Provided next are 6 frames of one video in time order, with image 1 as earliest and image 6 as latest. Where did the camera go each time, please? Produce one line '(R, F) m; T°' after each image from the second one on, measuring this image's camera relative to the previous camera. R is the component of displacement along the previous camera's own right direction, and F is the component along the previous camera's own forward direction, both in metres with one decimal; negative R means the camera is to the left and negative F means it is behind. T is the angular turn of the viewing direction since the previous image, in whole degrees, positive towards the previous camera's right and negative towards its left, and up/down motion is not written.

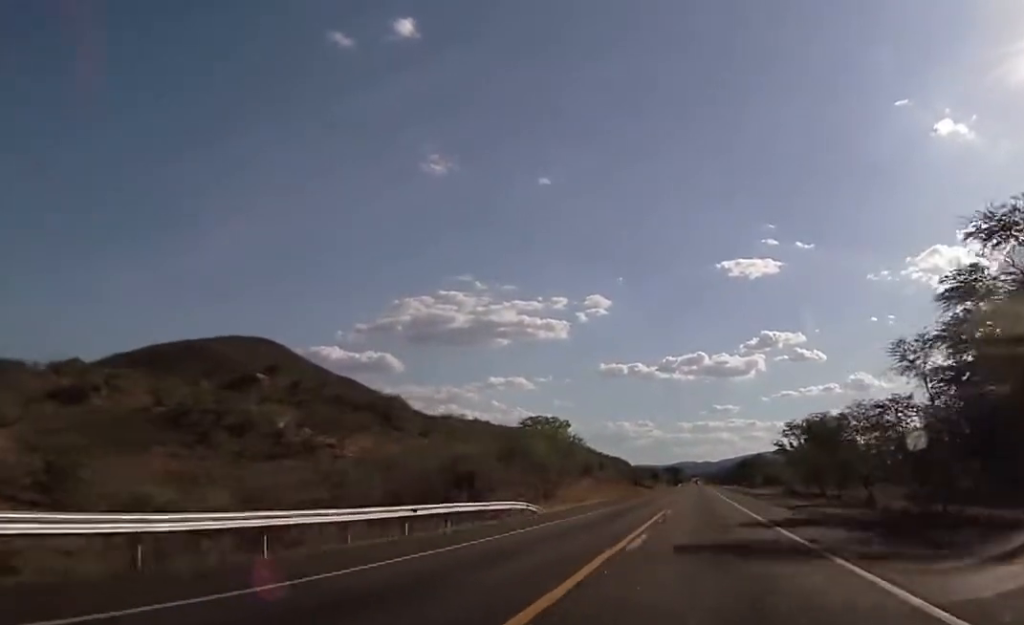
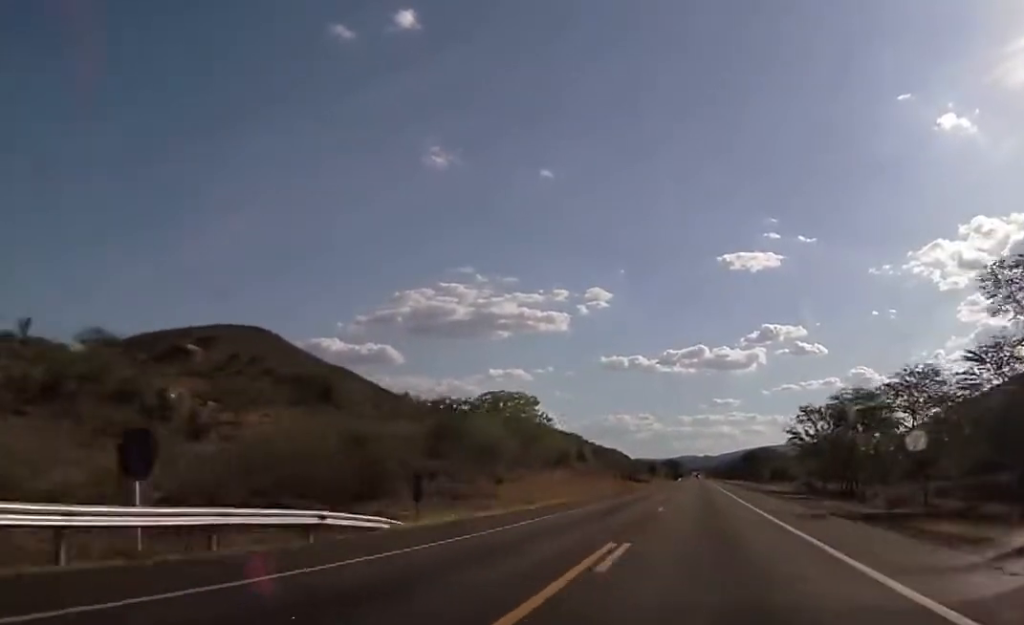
(+0.1, +21.9) m; 0°
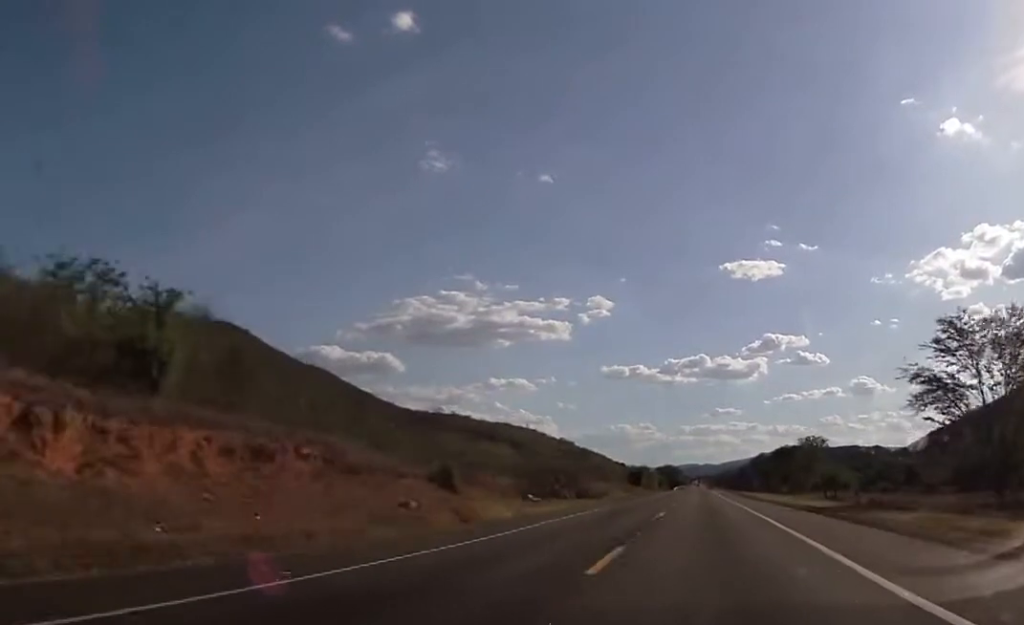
(0.0, +81.0) m; 0°
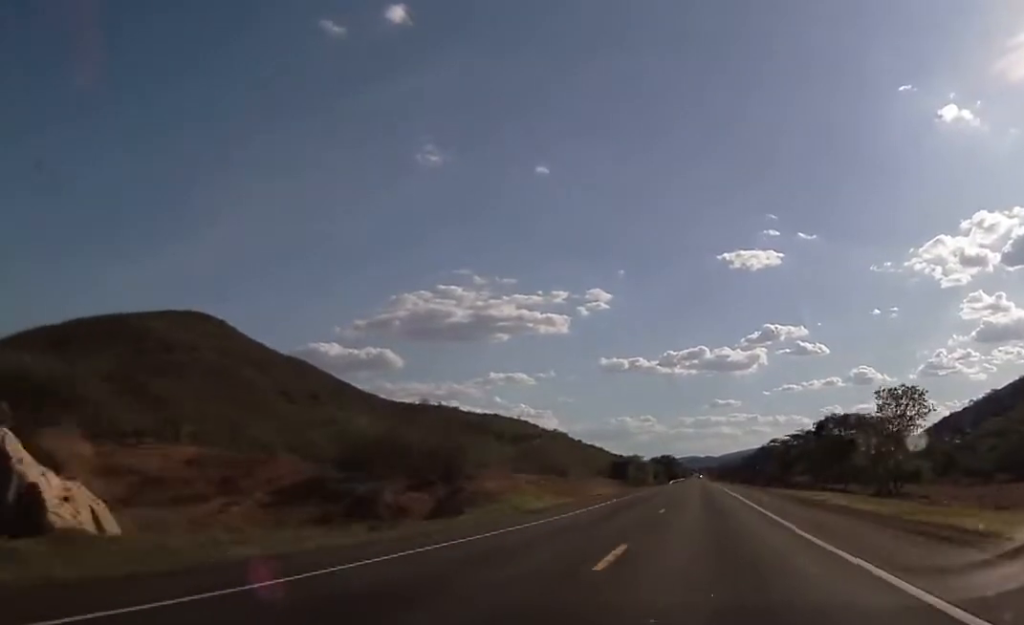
(0.0, +51.3) m; 0°
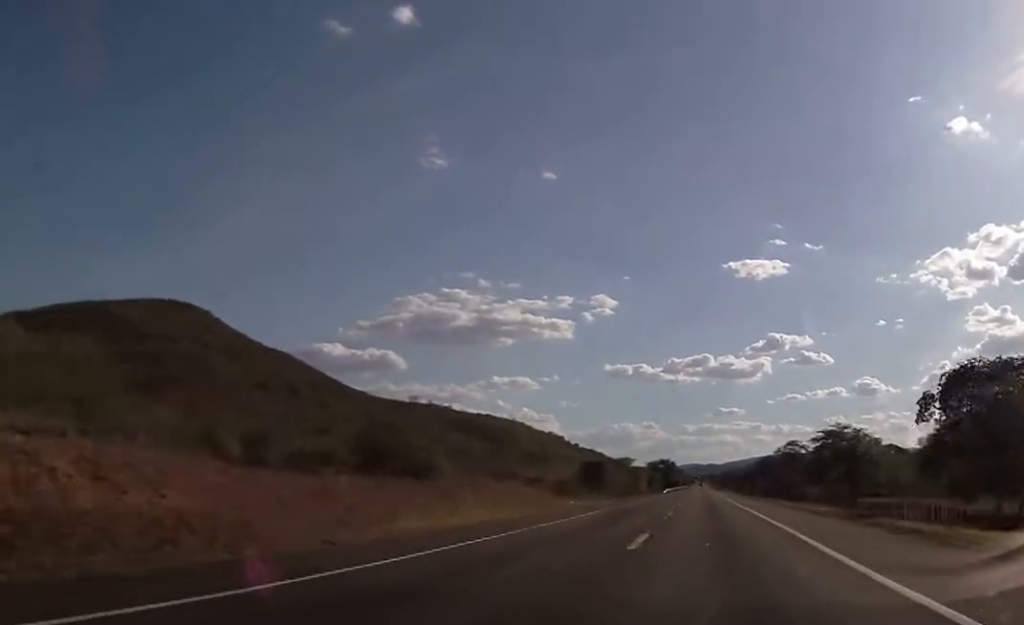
(0.0, +46.8) m; 0°
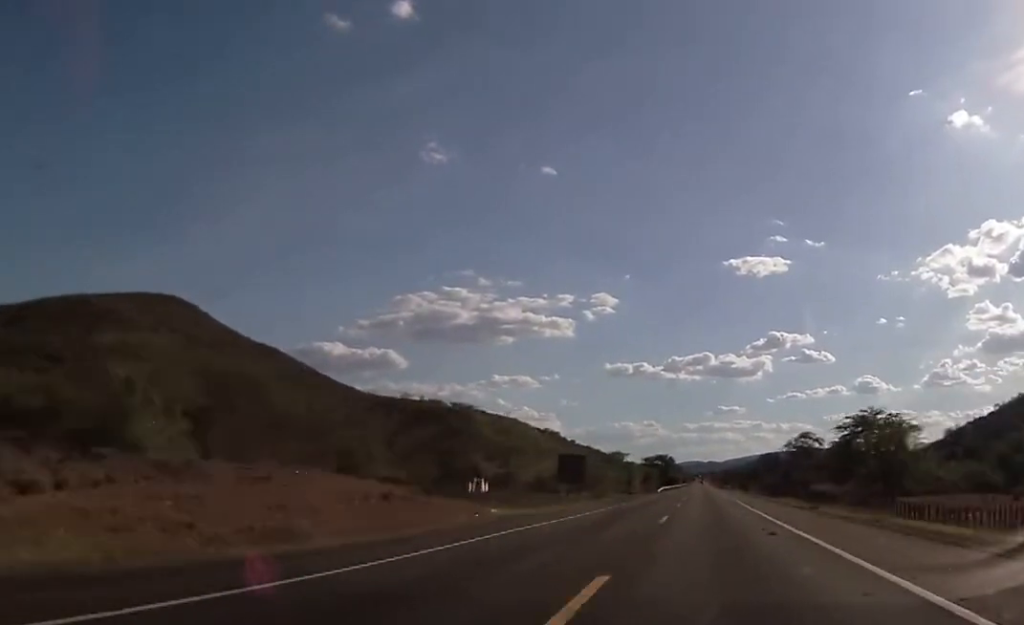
(0.0, +26.1) m; 0°
